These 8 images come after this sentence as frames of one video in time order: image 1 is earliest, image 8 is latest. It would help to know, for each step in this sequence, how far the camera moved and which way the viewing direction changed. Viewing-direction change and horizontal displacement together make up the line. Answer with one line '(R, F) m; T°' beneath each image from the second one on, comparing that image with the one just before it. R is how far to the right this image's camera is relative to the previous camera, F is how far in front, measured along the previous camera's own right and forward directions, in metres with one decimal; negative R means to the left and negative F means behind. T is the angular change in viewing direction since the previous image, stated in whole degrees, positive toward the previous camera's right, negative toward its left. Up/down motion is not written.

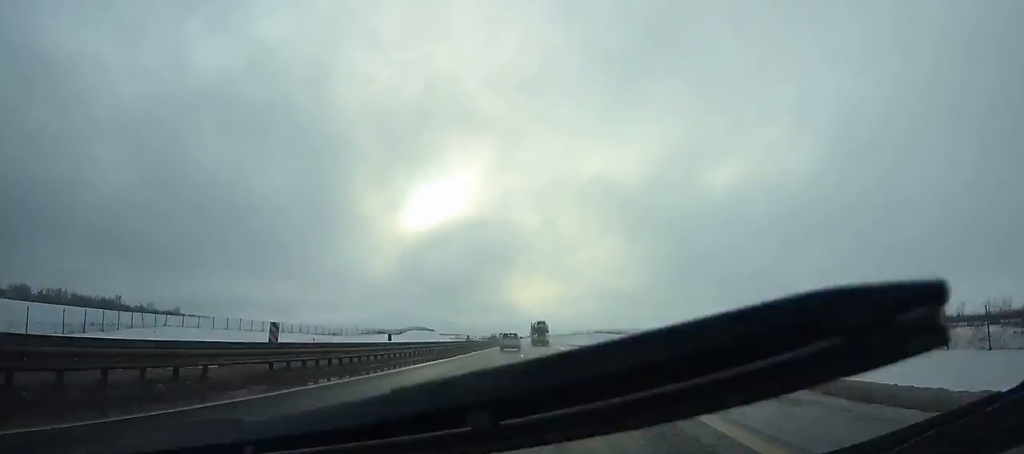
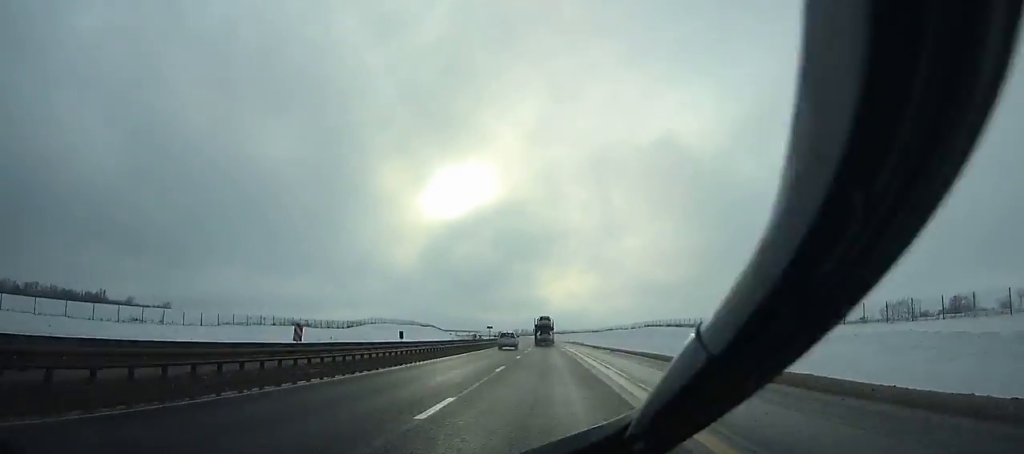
(-1.3, +76.5) m; -2°
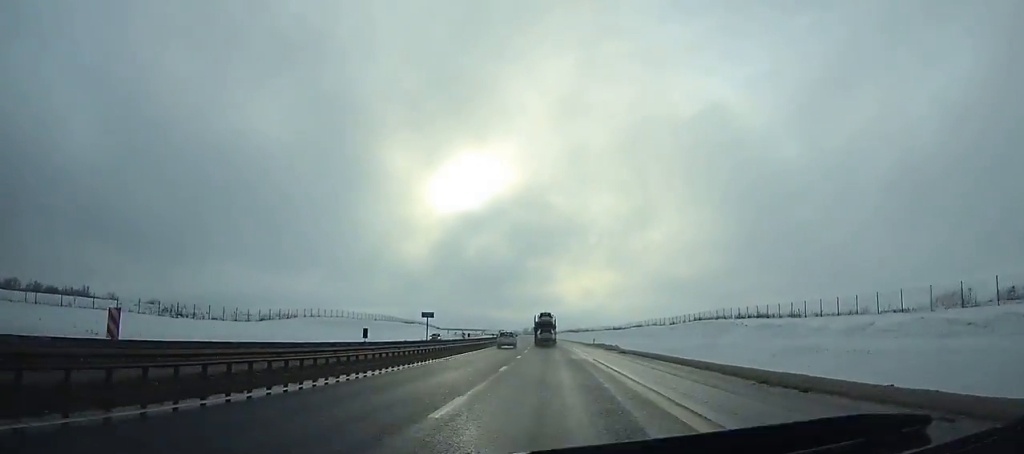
(-0.2, +46.6) m; -1°
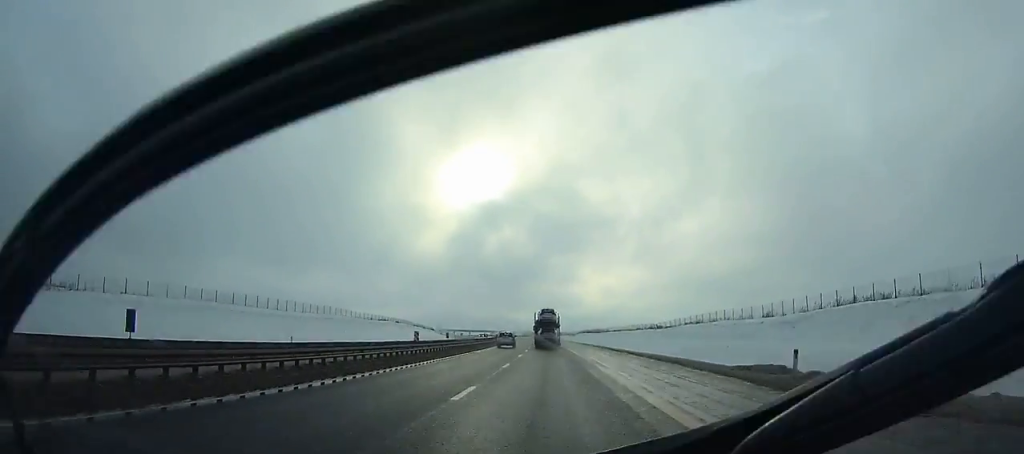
(-1.0, +57.9) m; -2°
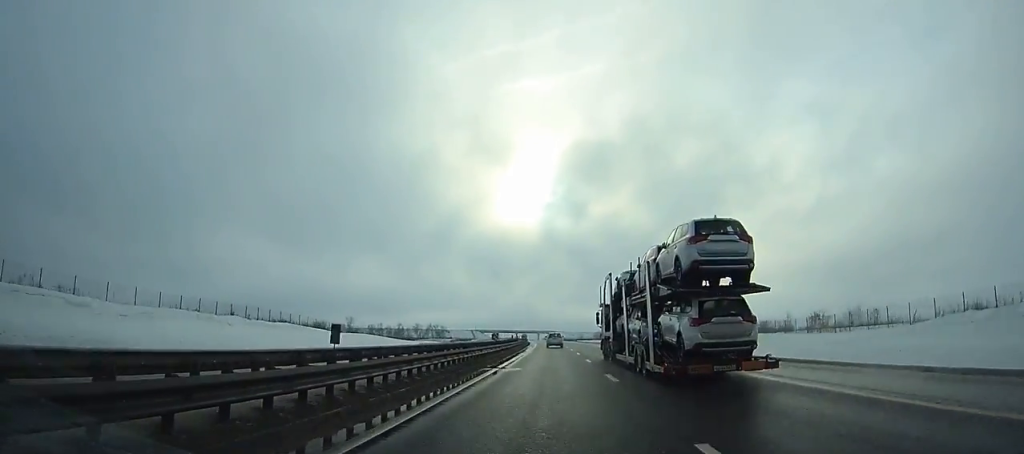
(-15.2, +236.8) m; -6°
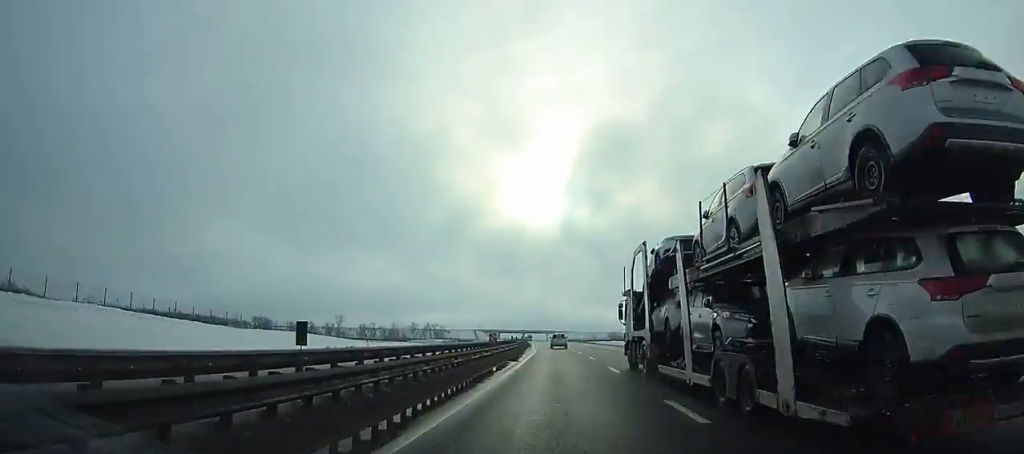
(-0.1, +43.4) m; -1°
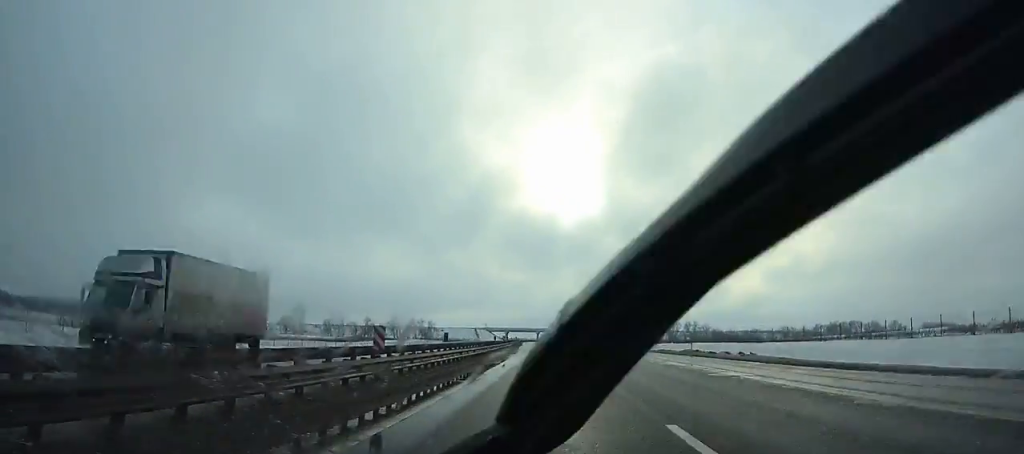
(-1.1, +98.7) m; -1°
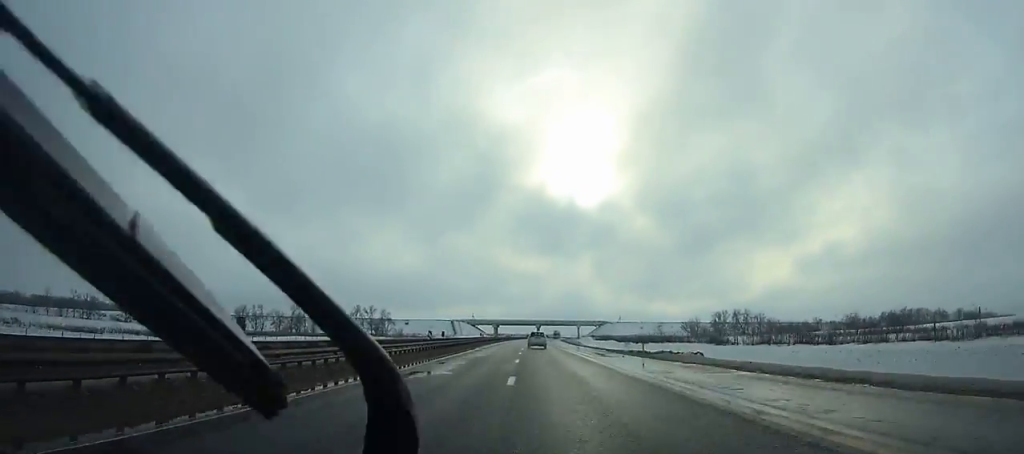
(-1.0, +95.1) m; -1°
